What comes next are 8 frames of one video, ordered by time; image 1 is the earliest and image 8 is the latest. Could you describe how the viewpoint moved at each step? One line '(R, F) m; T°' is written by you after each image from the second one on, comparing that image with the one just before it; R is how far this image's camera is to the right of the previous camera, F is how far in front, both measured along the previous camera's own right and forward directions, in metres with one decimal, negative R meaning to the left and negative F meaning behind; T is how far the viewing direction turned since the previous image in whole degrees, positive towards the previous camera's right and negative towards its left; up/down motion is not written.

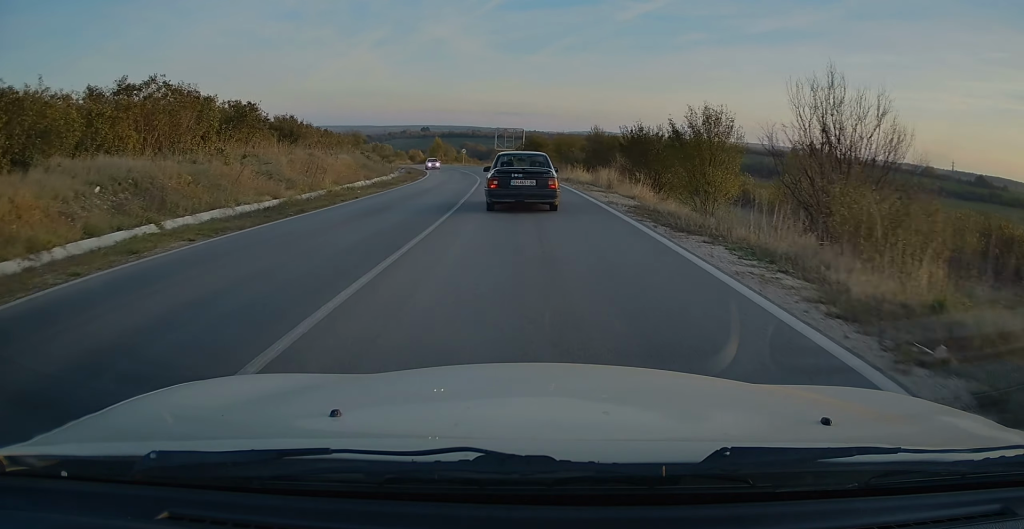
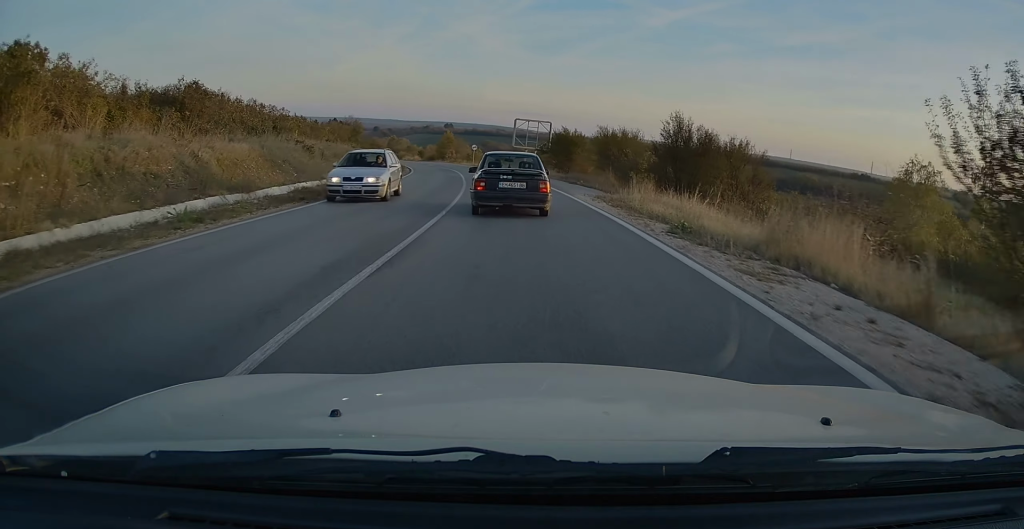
(-0.4, +21.9) m; -2°
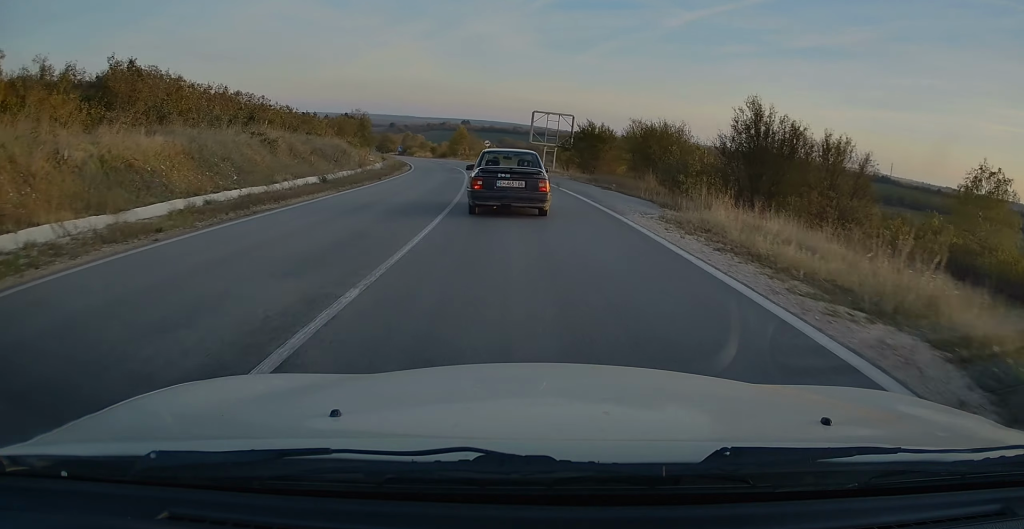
(-0.1, +8.6) m; -1°
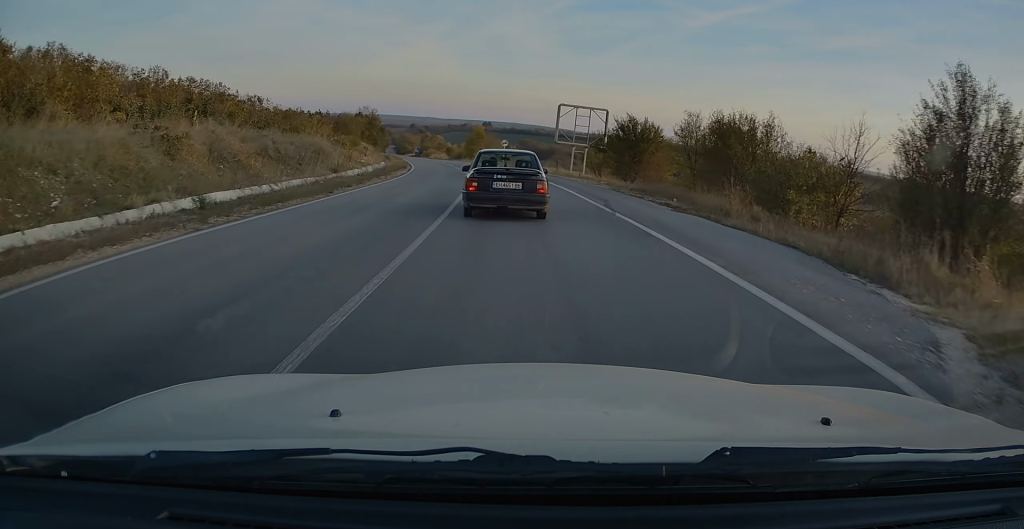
(-0.2, +11.1) m; -2°
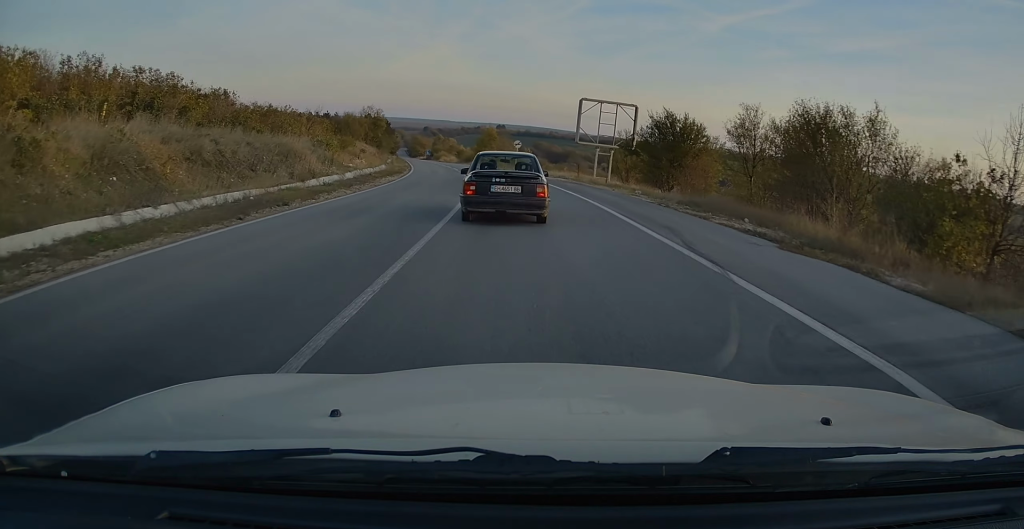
(-0.1, +7.8) m; -2°
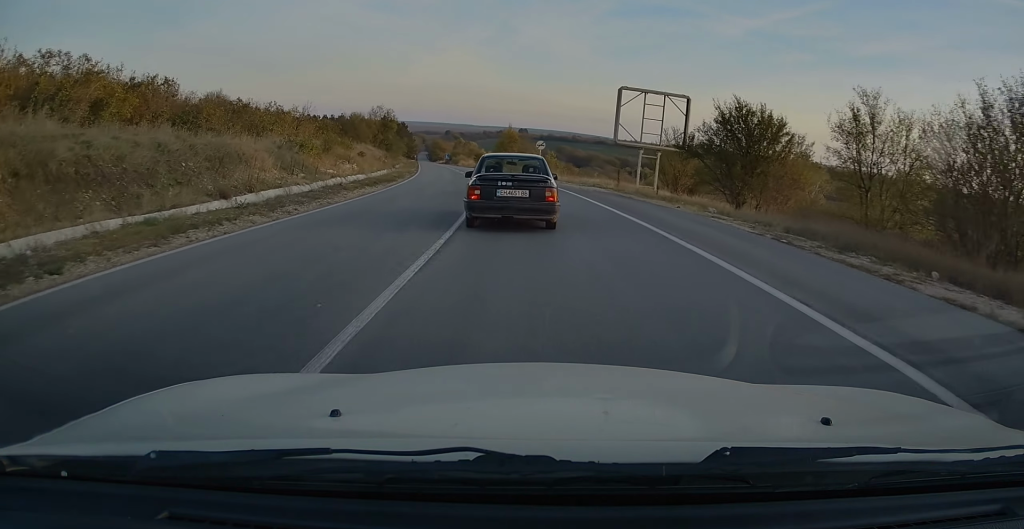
(-0.2, +9.4) m; -2°
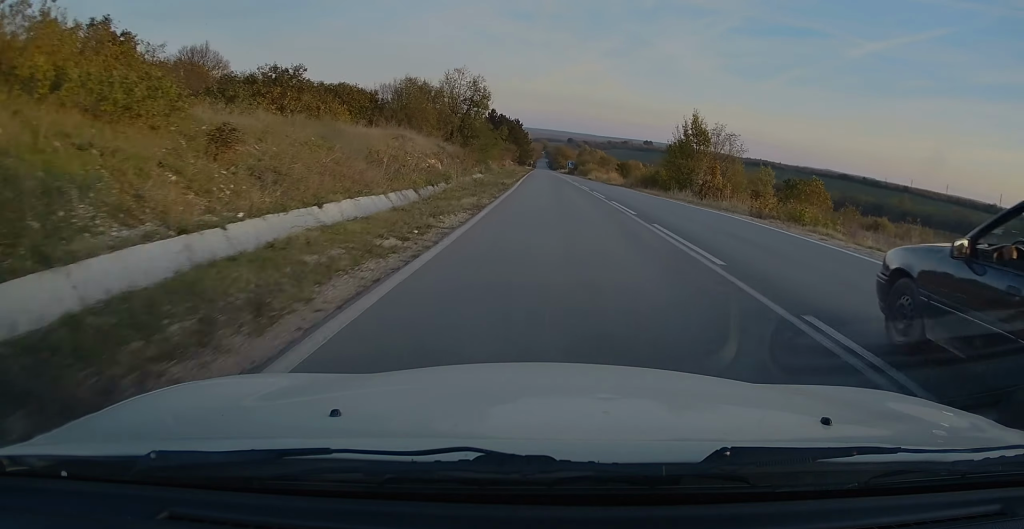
(-4.4, +46.5) m; -9°
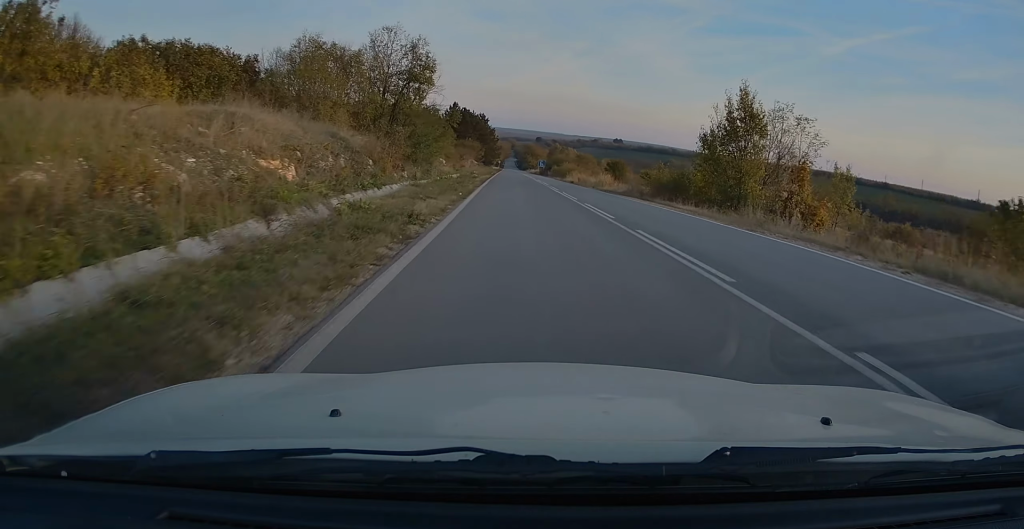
(0.0, +19.3) m; +1°
